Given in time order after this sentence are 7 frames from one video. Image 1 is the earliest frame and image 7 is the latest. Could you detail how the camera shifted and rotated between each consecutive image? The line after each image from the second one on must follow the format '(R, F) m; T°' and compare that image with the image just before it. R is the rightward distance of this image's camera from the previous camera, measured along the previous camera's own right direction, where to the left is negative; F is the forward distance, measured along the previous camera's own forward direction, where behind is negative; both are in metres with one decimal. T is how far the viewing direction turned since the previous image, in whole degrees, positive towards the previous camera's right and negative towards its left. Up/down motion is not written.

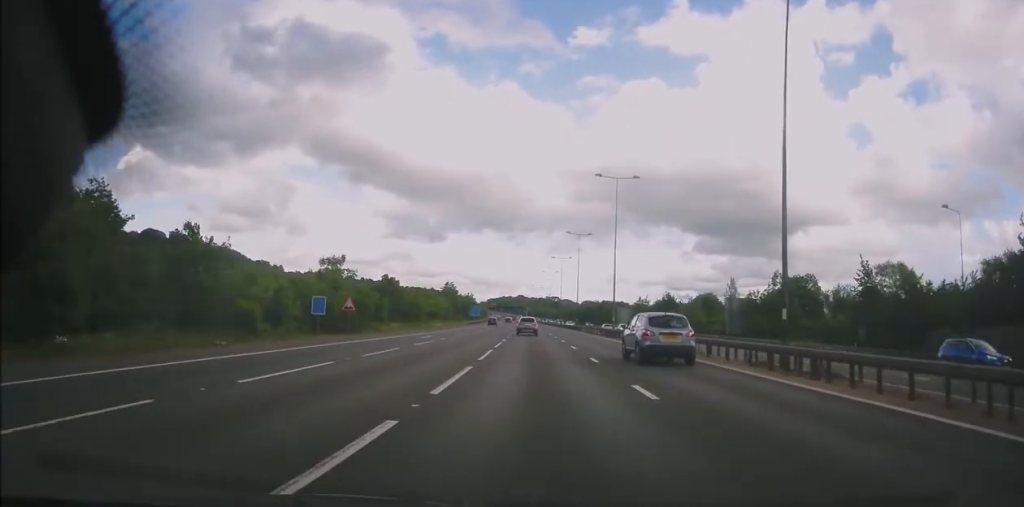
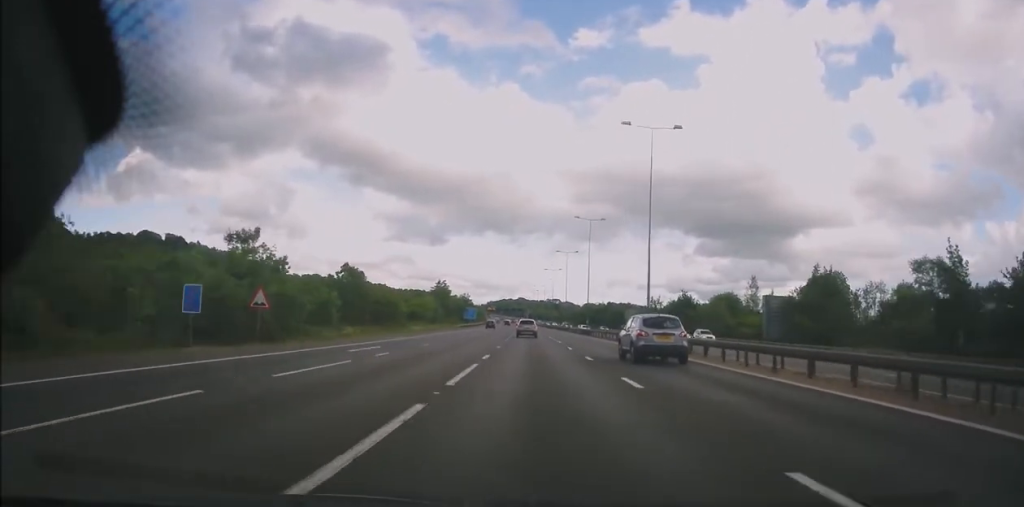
(+0.2, +16.3) m; 0°
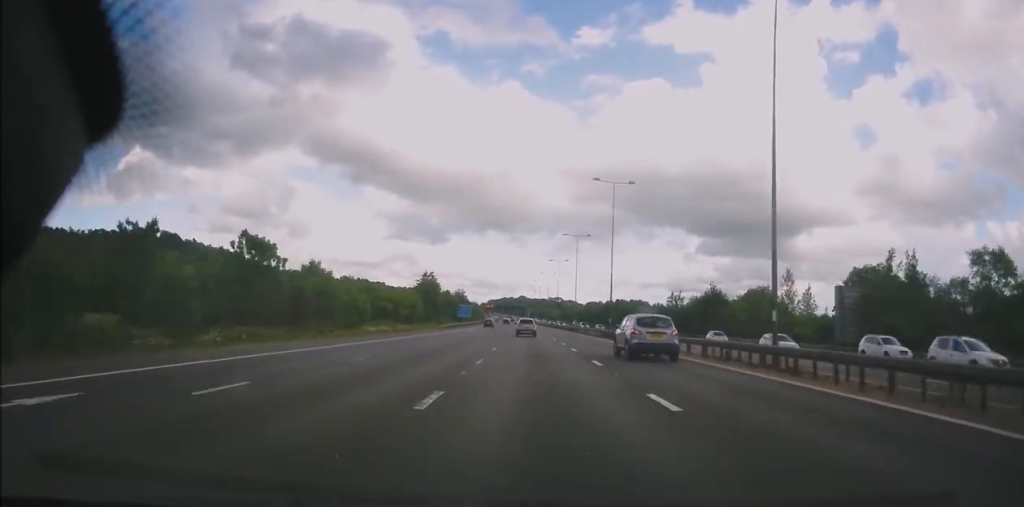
(-0.3, +21.3) m; -1°
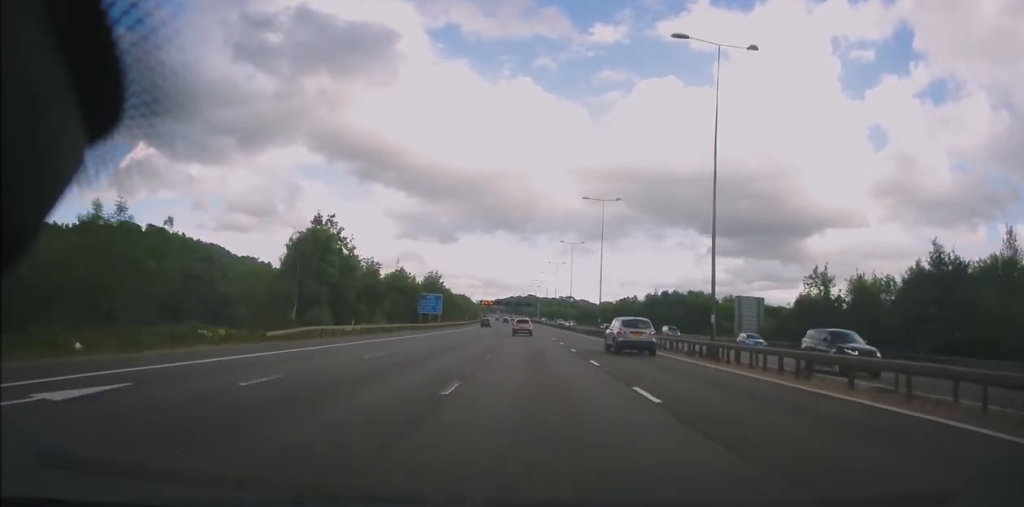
(-0.2, +69.5) m; 0°
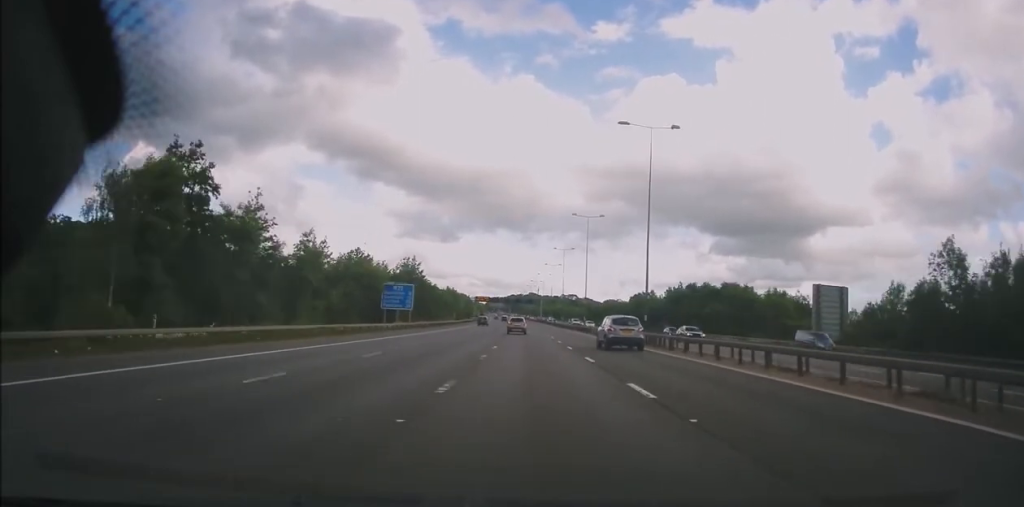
(0.0, +26.2) m; -1°
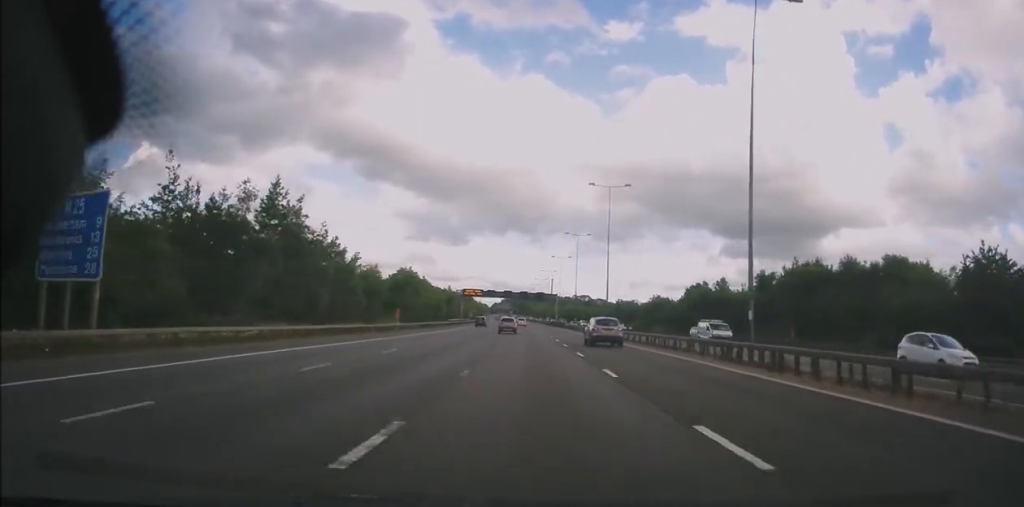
(-0.2, +57.9) m; 0°
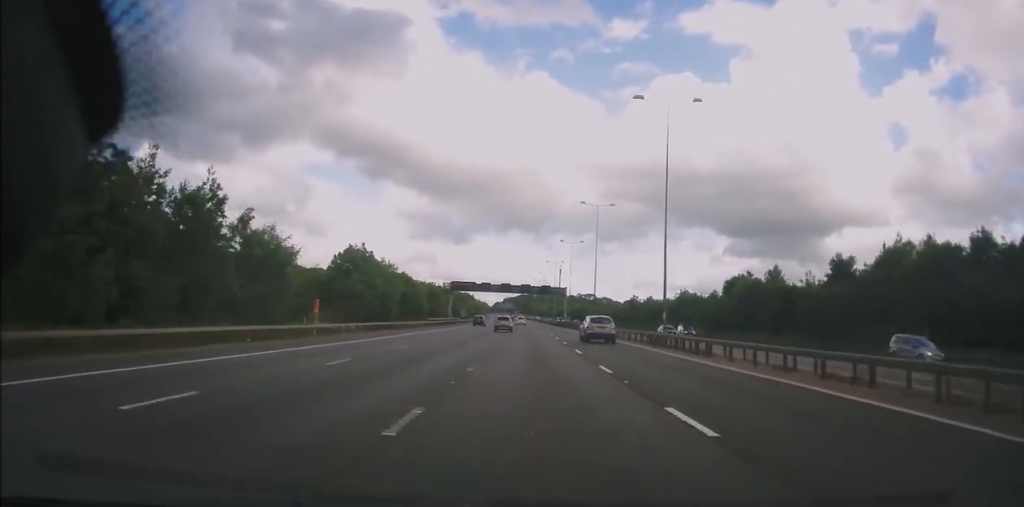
(-0.2, +24.8) m; -1°
